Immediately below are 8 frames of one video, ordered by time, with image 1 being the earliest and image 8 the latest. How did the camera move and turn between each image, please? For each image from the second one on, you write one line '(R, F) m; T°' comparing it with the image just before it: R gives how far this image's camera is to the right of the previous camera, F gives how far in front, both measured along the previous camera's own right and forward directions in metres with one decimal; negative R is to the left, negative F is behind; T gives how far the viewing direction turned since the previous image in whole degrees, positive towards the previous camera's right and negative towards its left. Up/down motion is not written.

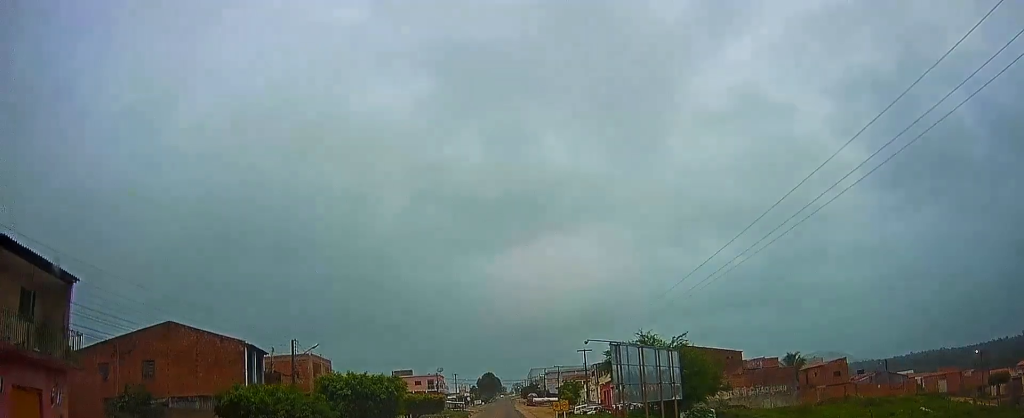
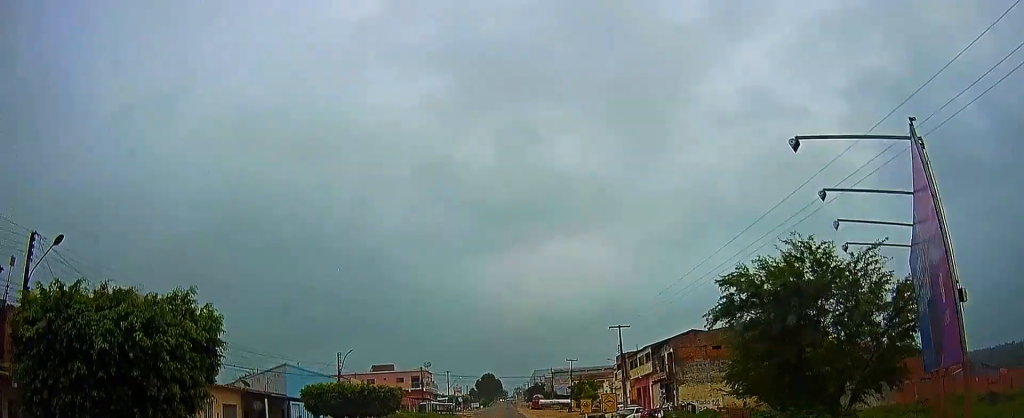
(-0.7, +22.0) m; -3°
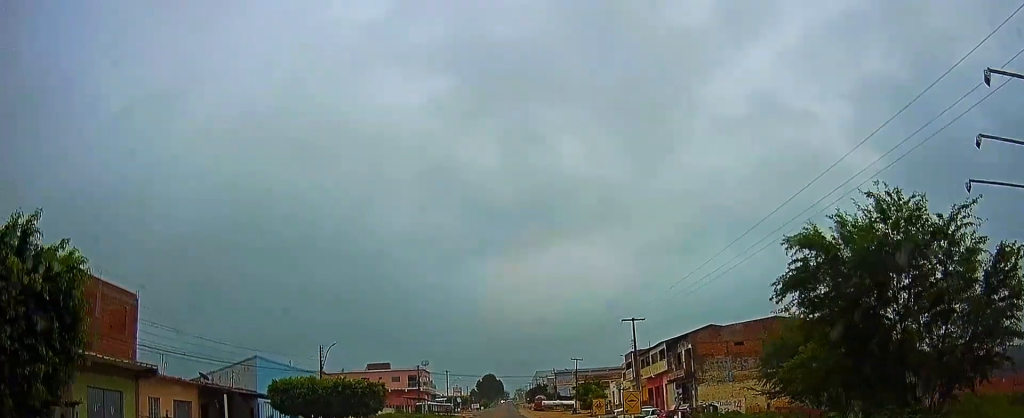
(+0.1, +5.0) m; -1°
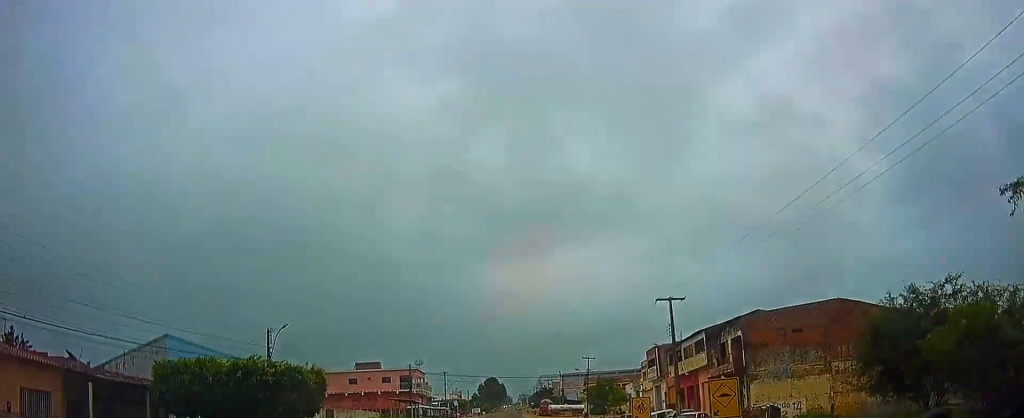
(-0.4, +10.9) m; 0°
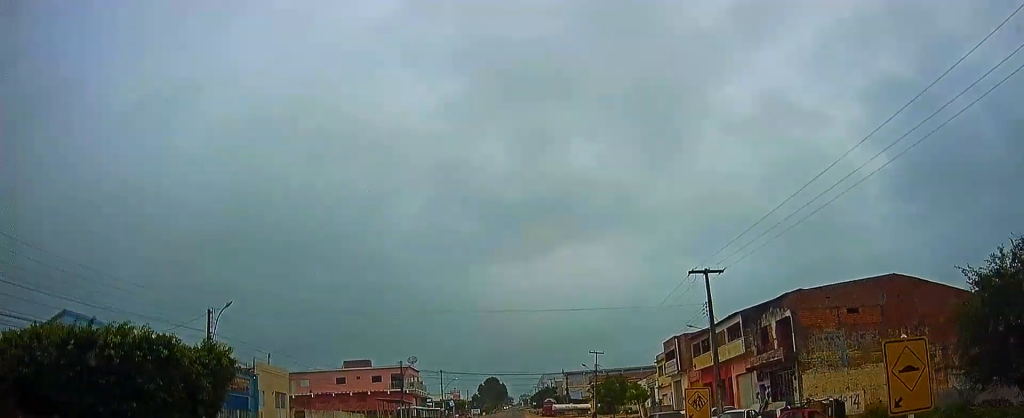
(+0.3, +8.9) m; 0°
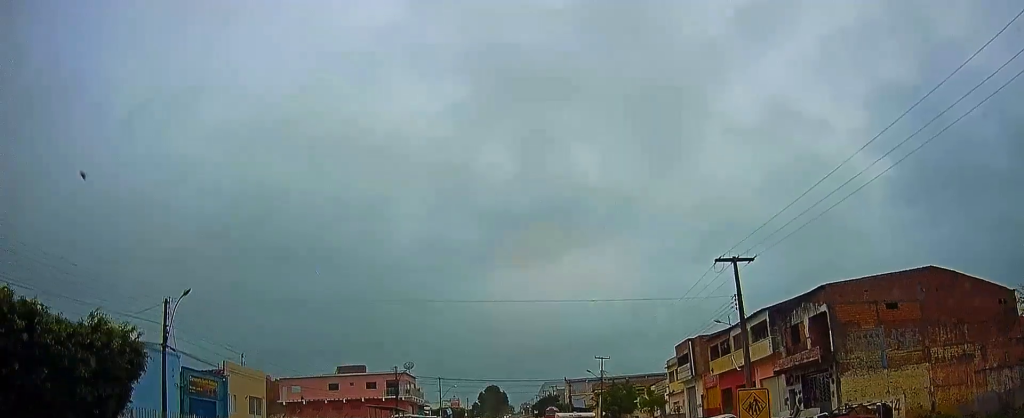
(-0.3, +4.9) m; 0°
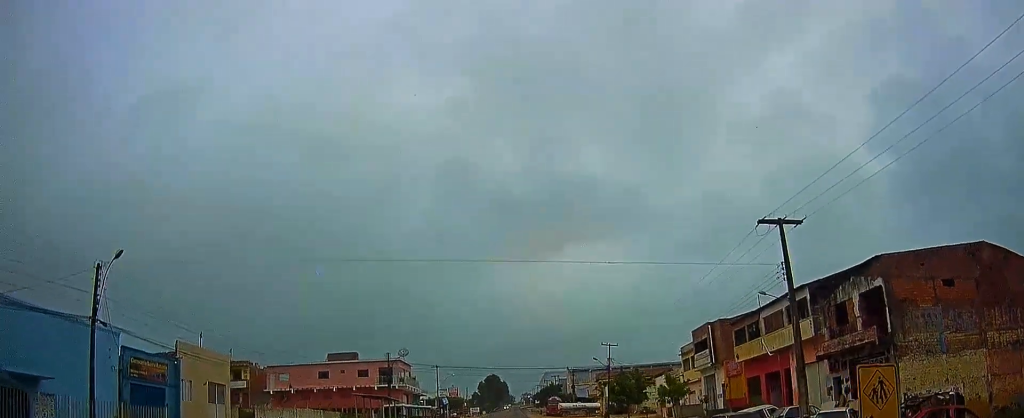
(+0.1, +5.7) m; 0°
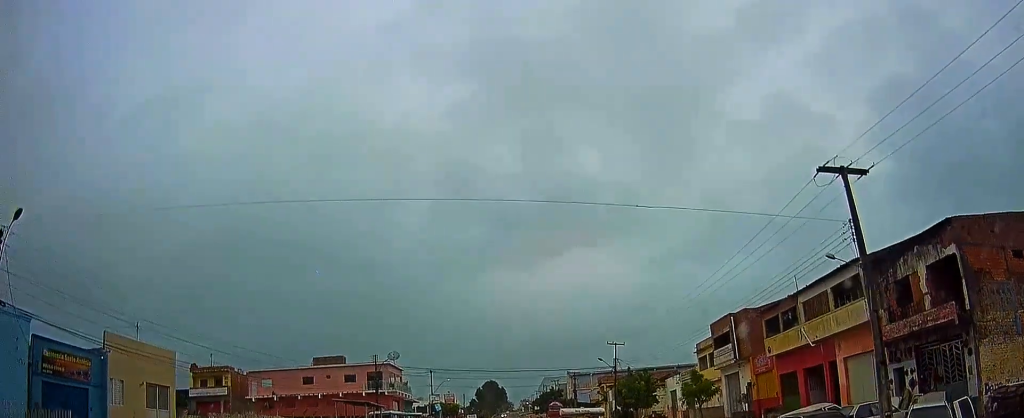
(+0.2, +5.9) m; -1°
